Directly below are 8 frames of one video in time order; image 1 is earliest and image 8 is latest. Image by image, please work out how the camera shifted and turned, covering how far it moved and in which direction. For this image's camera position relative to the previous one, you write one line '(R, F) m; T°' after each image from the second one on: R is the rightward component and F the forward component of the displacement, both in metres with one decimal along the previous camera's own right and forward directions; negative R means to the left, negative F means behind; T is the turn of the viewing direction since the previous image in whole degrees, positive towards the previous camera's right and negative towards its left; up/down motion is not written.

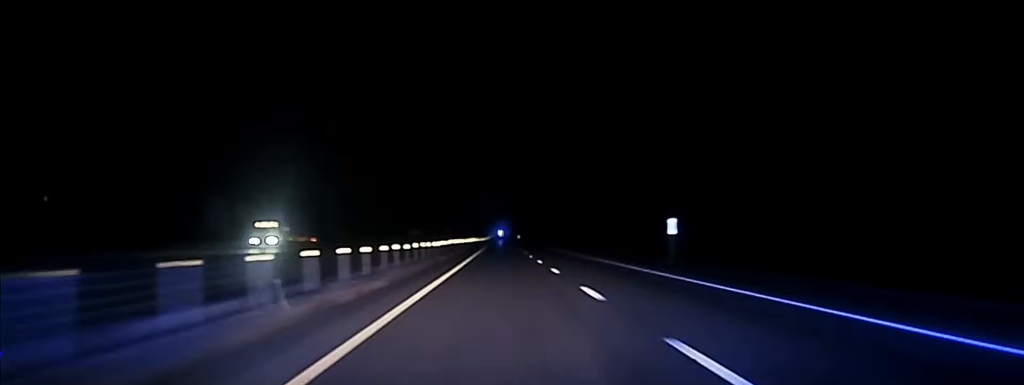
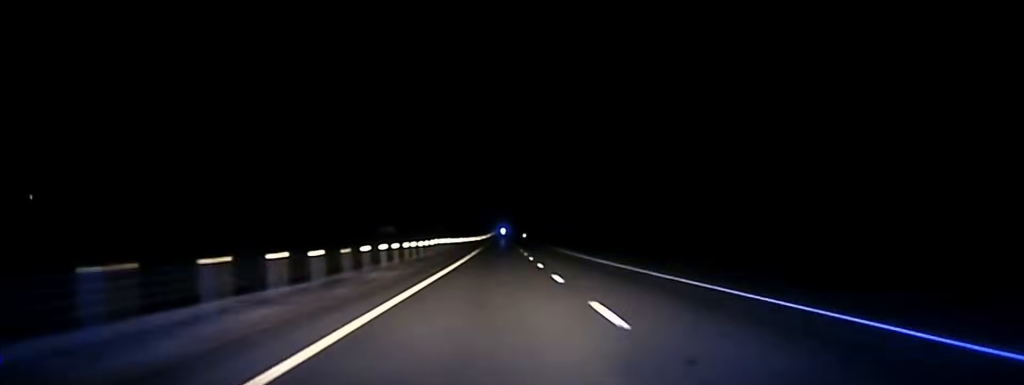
(-0.1, +88.3) m; 0°
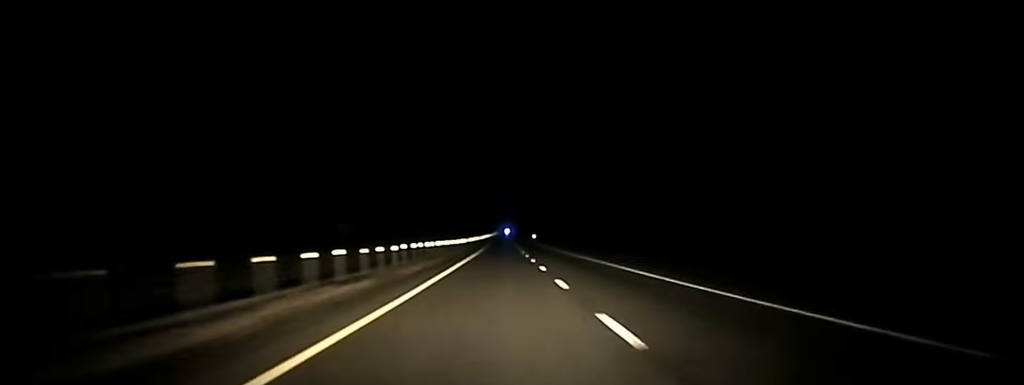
(0.0, +86.5) m; 0°
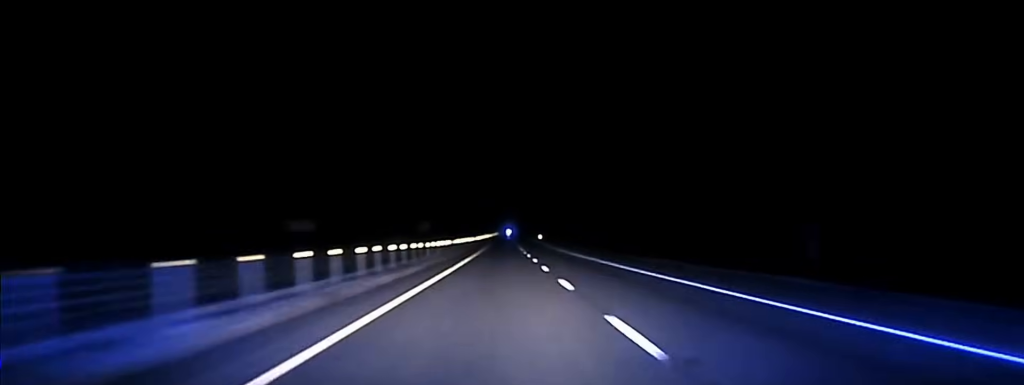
(0.0, +38.4) m; 0°
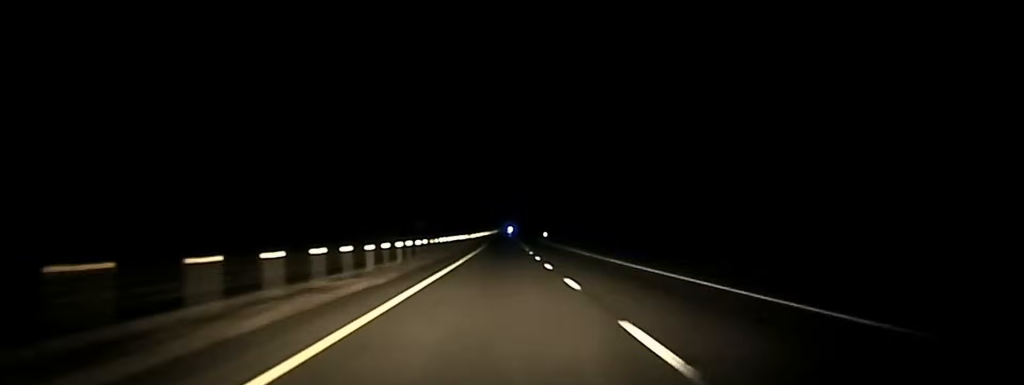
(0.0, +24.8) m; 0°
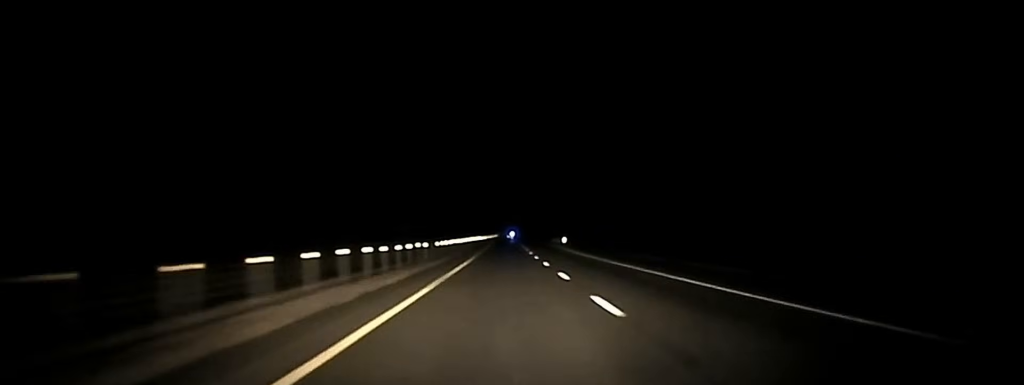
(-0.5, +70.4) m; 0°
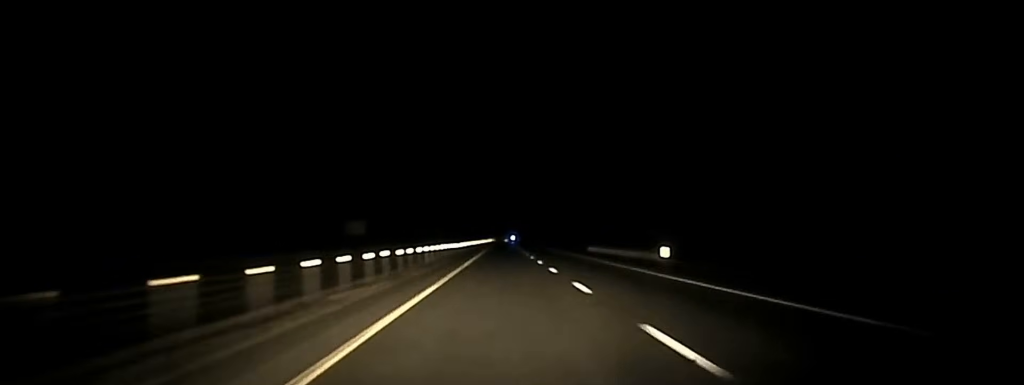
(+0.5, +86.4) m; 0°
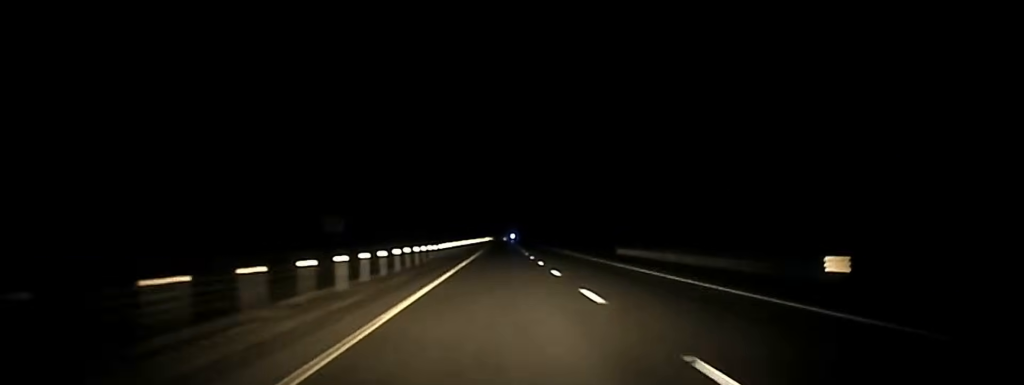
(0.0, +28.9) m; 0°
